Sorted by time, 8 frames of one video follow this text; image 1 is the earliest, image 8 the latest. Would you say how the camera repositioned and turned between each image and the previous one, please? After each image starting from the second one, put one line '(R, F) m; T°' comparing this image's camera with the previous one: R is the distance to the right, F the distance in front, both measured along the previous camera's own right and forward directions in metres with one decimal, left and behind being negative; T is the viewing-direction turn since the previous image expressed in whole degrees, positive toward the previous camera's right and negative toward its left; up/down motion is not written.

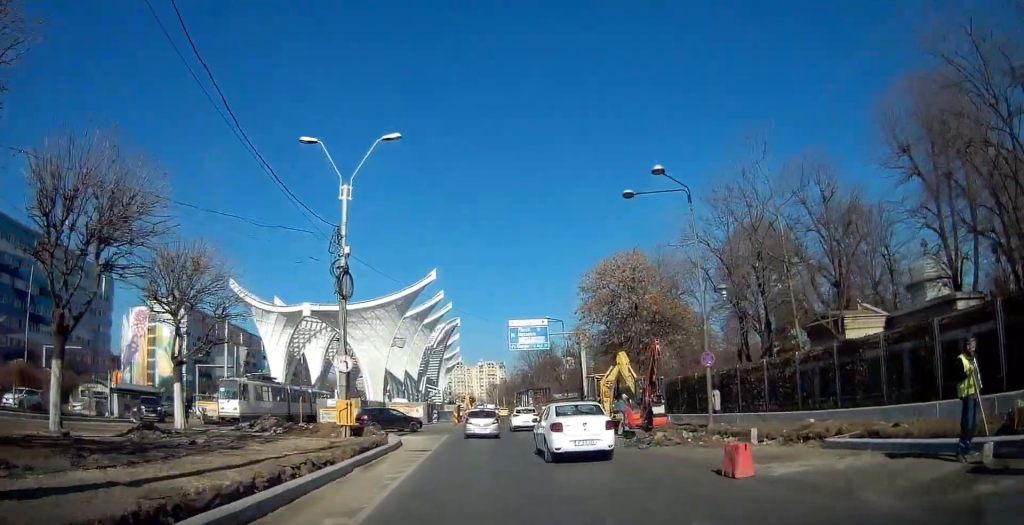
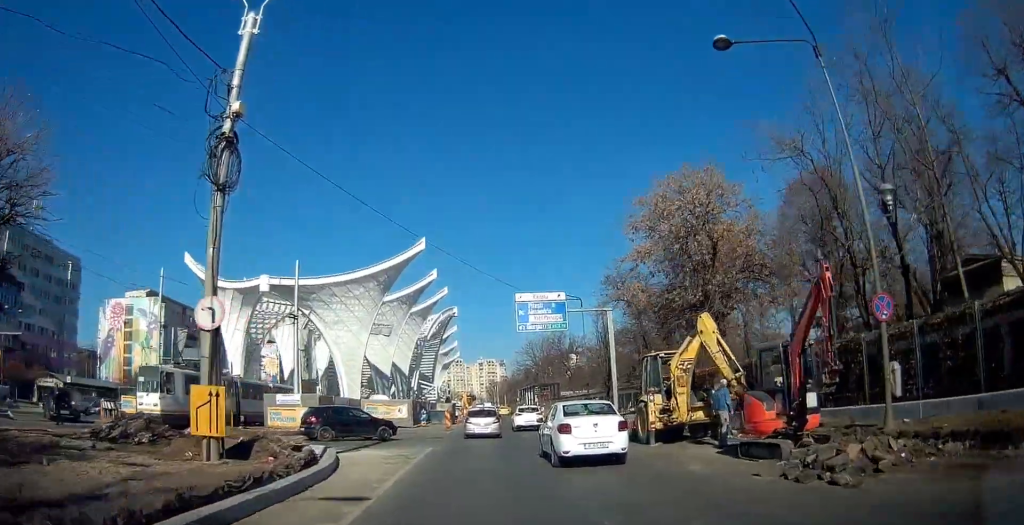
(-0.2, +10.1) m; 0°
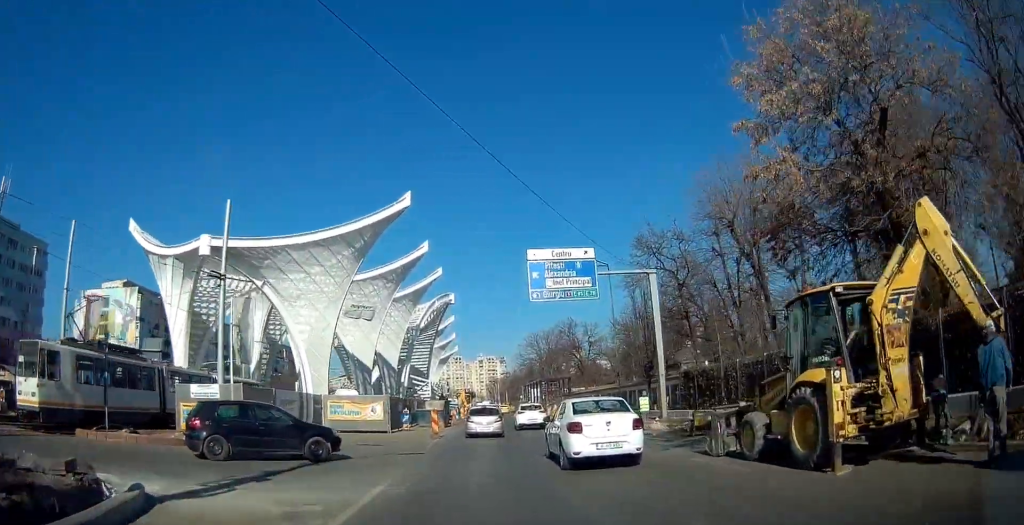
(+0.2, +9.9) m; 0°
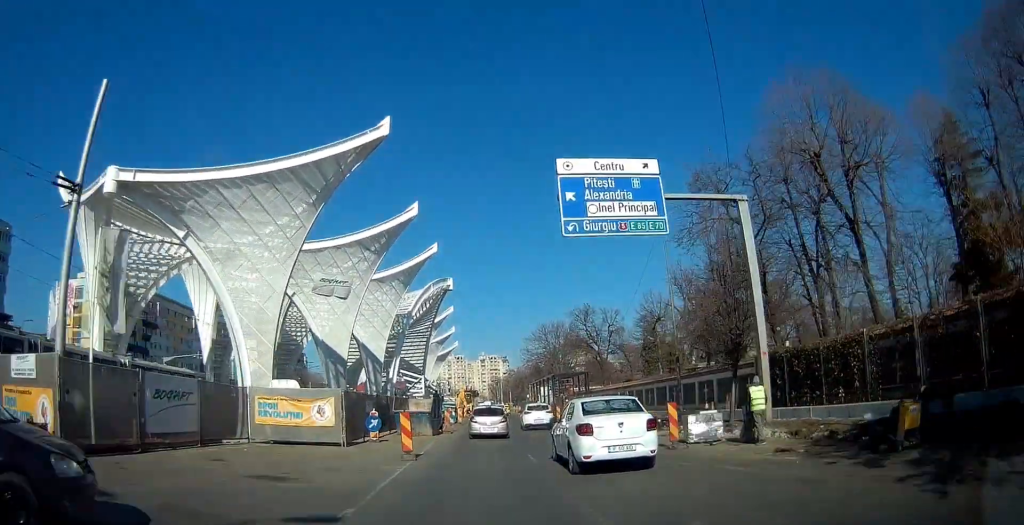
(-0.1, +10.5) m; -1°
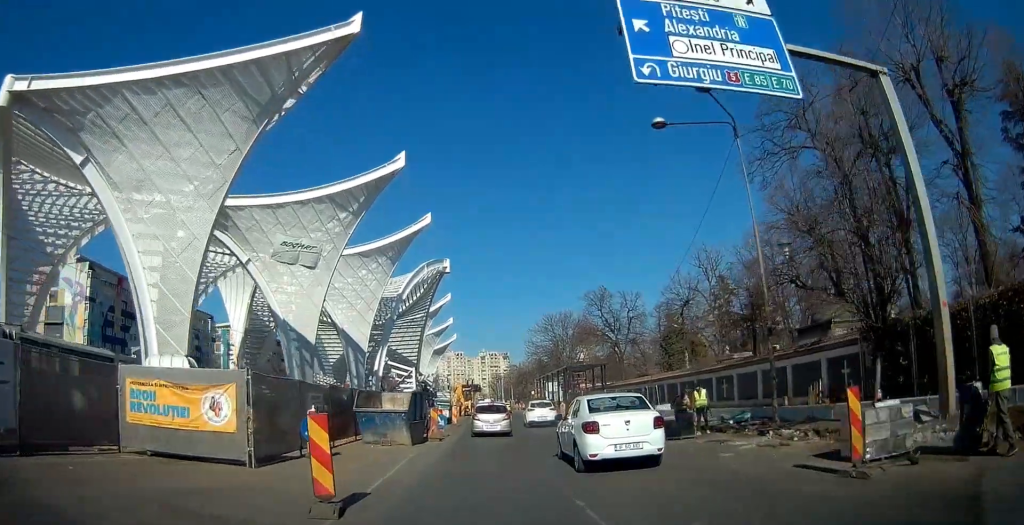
(-0.1, +8.5) m; 0°
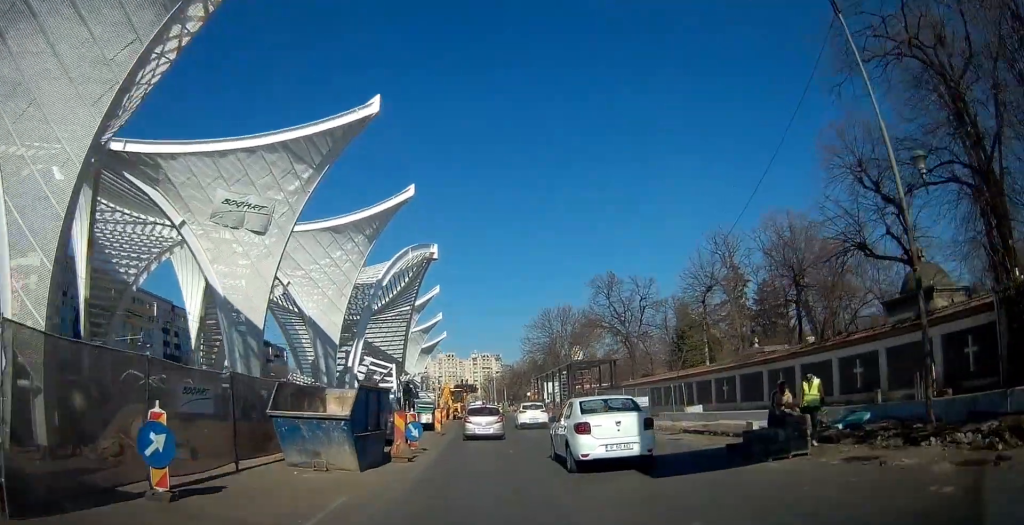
(0.0, +7.1) m; +1°
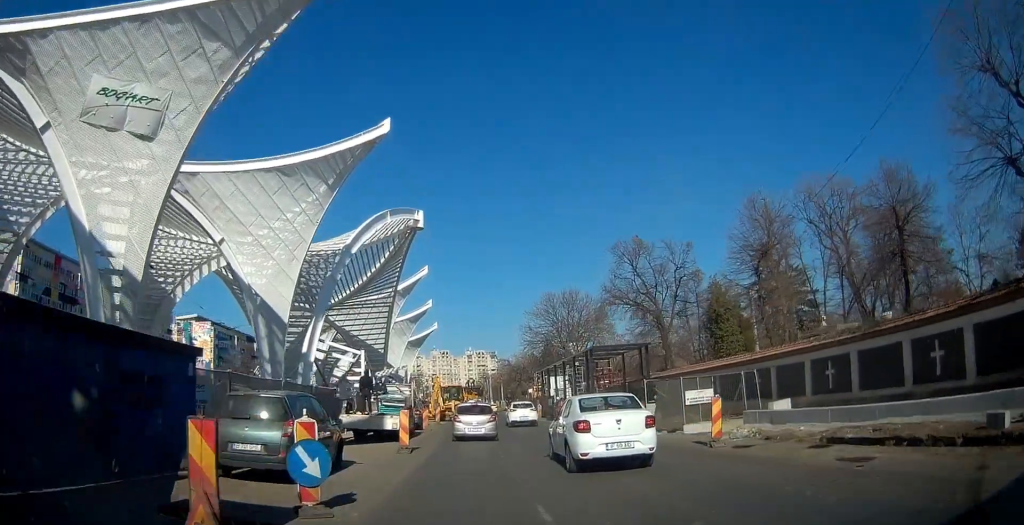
(+0.2, +9.9) m; +2°
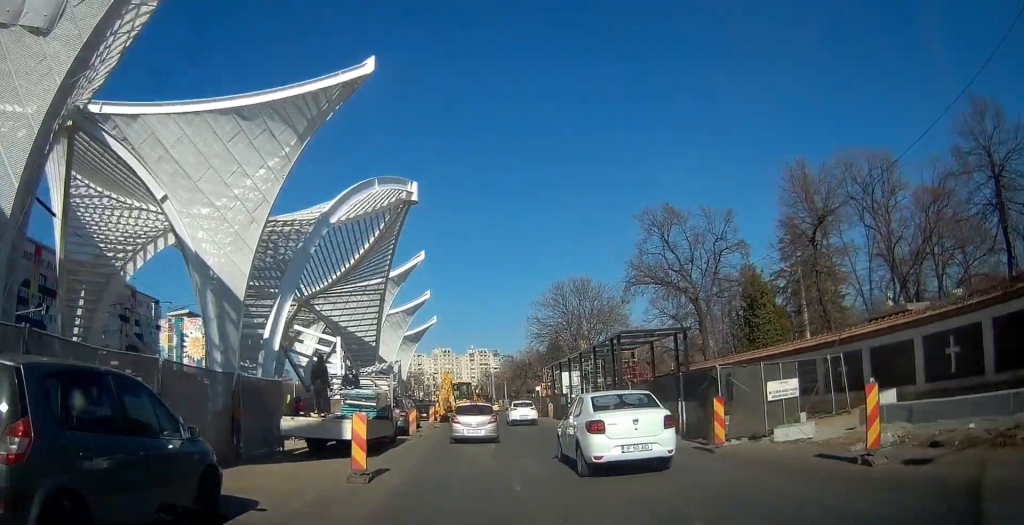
(+0.1, +6.6) m; +1°
